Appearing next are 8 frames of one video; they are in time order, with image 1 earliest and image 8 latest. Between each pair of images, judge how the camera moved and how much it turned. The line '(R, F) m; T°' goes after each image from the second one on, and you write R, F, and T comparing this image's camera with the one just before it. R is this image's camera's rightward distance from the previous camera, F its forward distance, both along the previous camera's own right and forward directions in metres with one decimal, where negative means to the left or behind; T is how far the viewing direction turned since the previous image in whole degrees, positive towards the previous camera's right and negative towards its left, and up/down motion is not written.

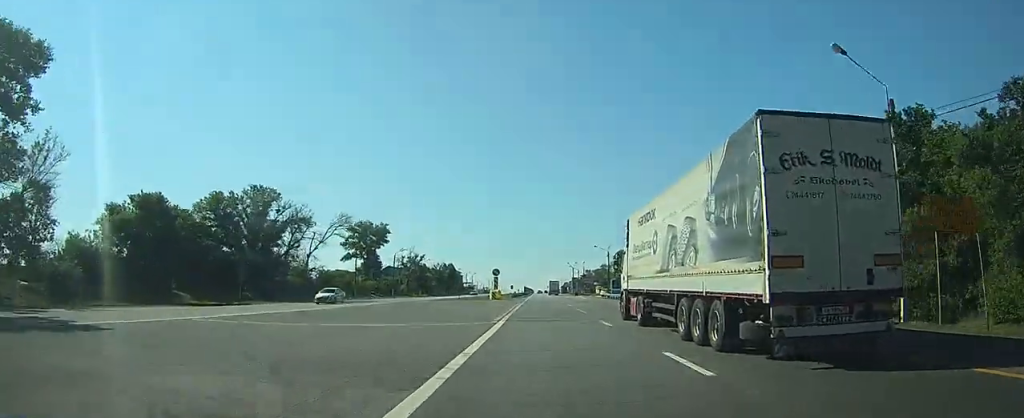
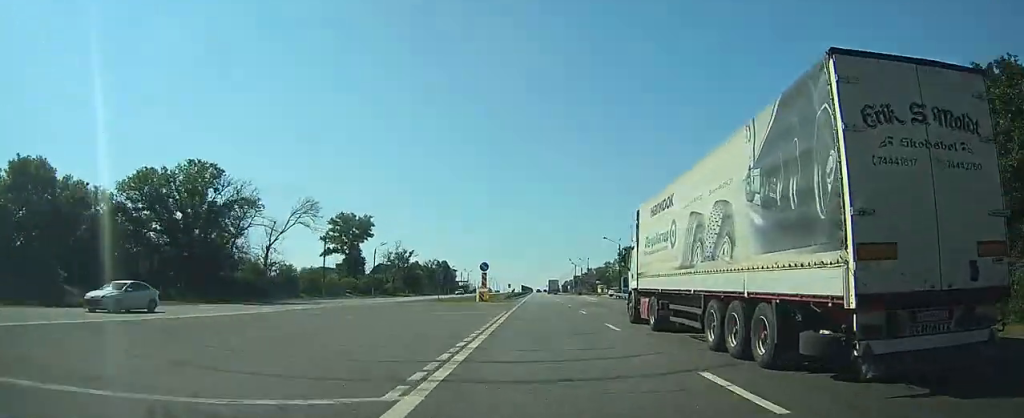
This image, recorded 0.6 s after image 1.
(0.0, +15.5) m; 0°
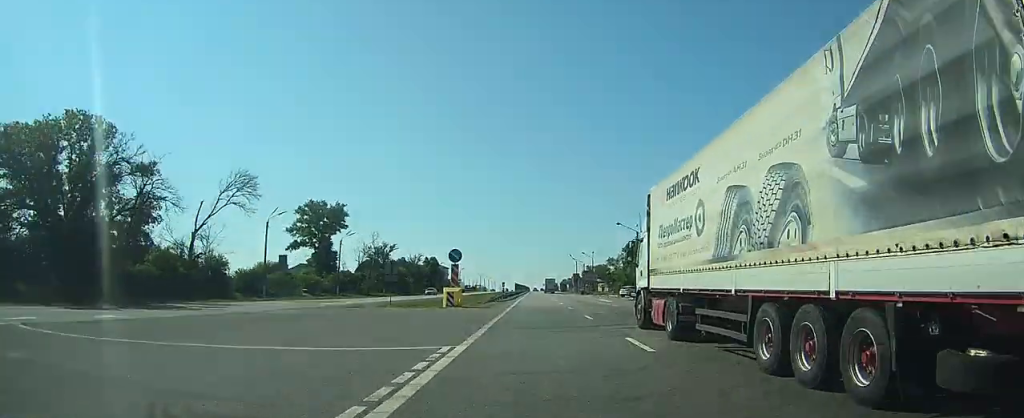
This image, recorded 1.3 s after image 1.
(+0.1, +19.1) m; 0°
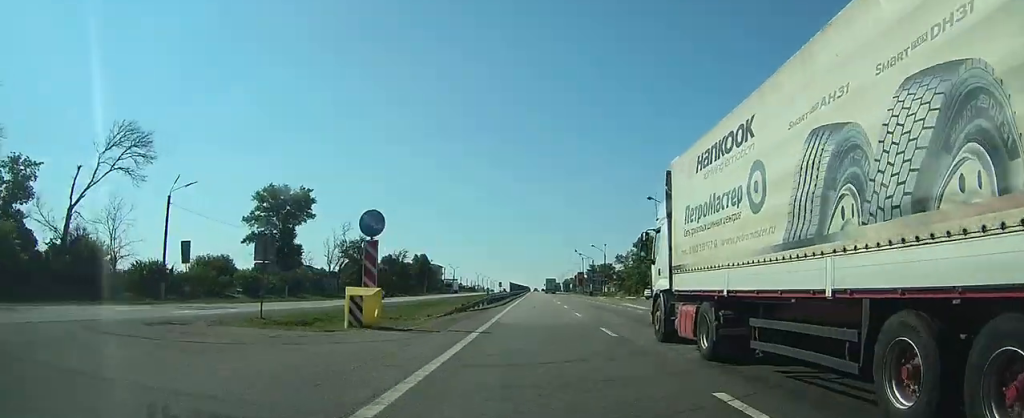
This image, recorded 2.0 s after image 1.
(+0.1, +20.8) m; 0°
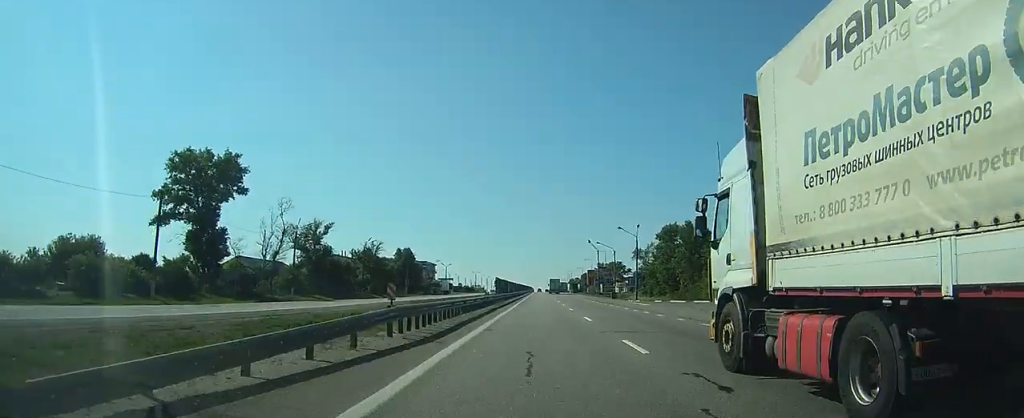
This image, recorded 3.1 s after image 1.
(+0.1, +29.7) m; +1°
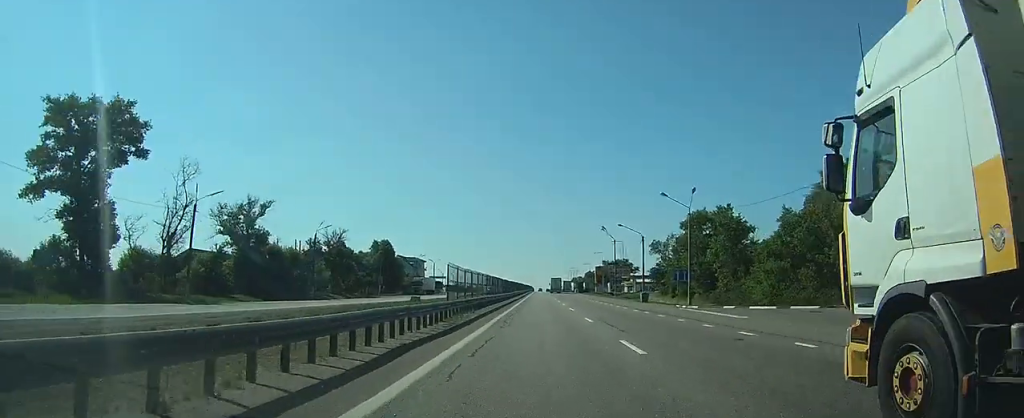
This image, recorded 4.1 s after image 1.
(+0.2, +25.0) m; +2°
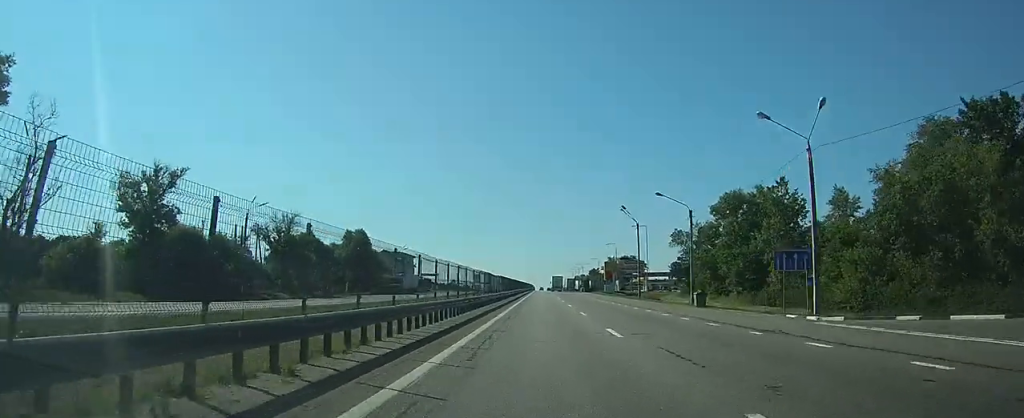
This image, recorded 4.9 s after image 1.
(+0.2, +21.1) m; +1°
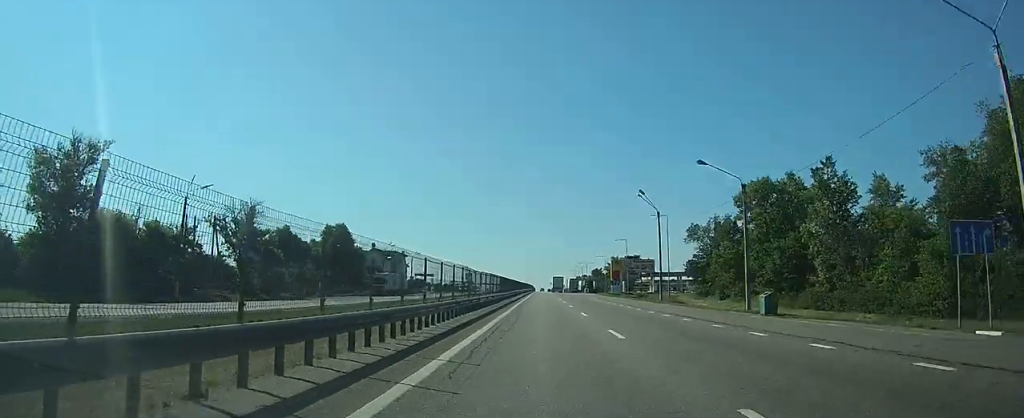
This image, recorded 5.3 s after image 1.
(+0.3, +12.2) m; 0°
